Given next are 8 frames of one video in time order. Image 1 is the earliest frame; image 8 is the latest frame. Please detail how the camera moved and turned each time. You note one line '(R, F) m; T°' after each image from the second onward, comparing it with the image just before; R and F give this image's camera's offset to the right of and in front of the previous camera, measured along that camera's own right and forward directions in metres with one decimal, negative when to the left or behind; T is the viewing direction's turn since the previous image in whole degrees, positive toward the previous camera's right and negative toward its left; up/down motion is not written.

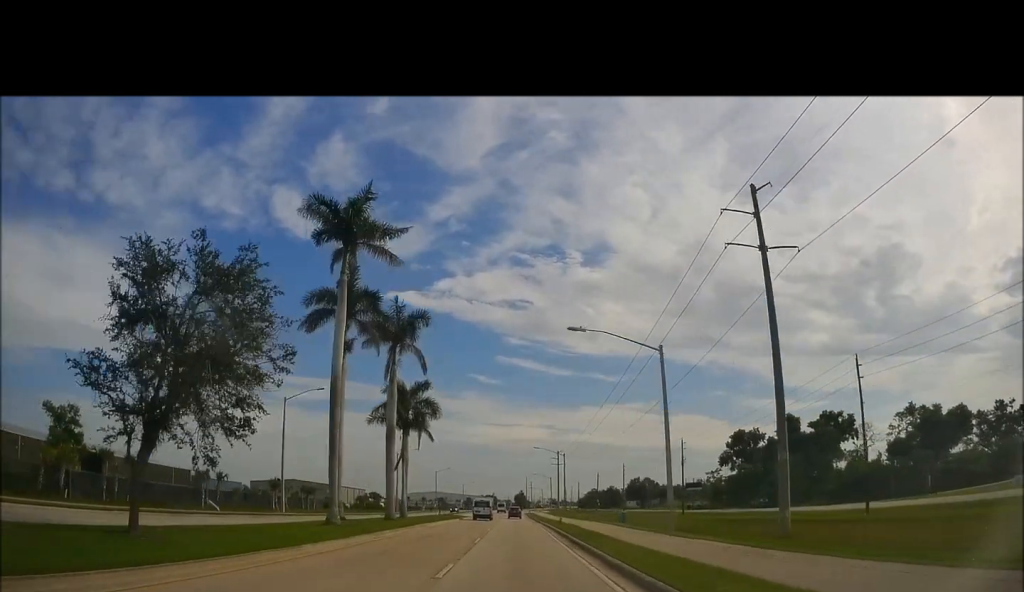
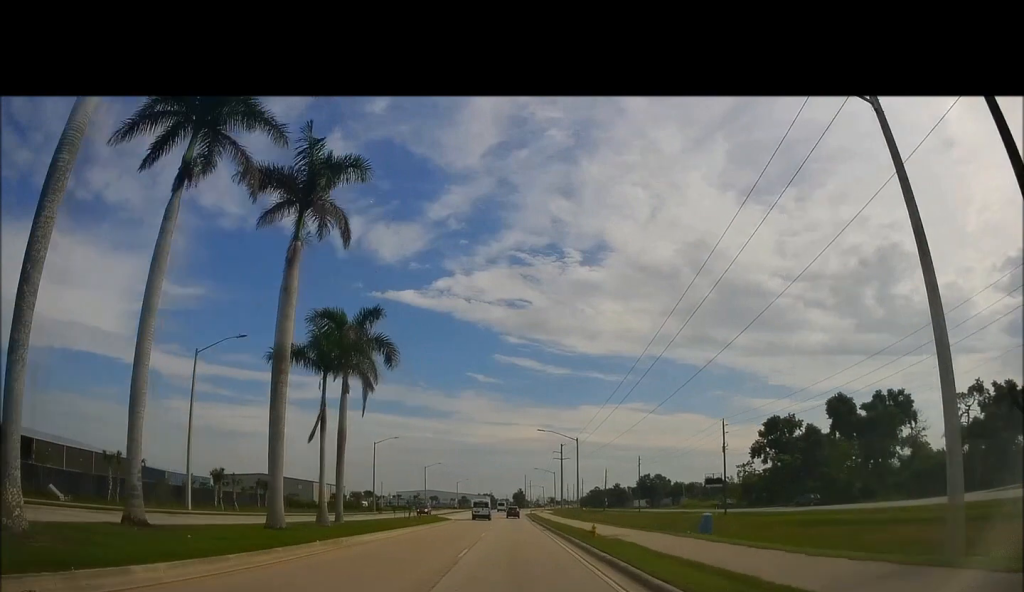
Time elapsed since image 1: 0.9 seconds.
(+0.2, +19.3) m; +1°
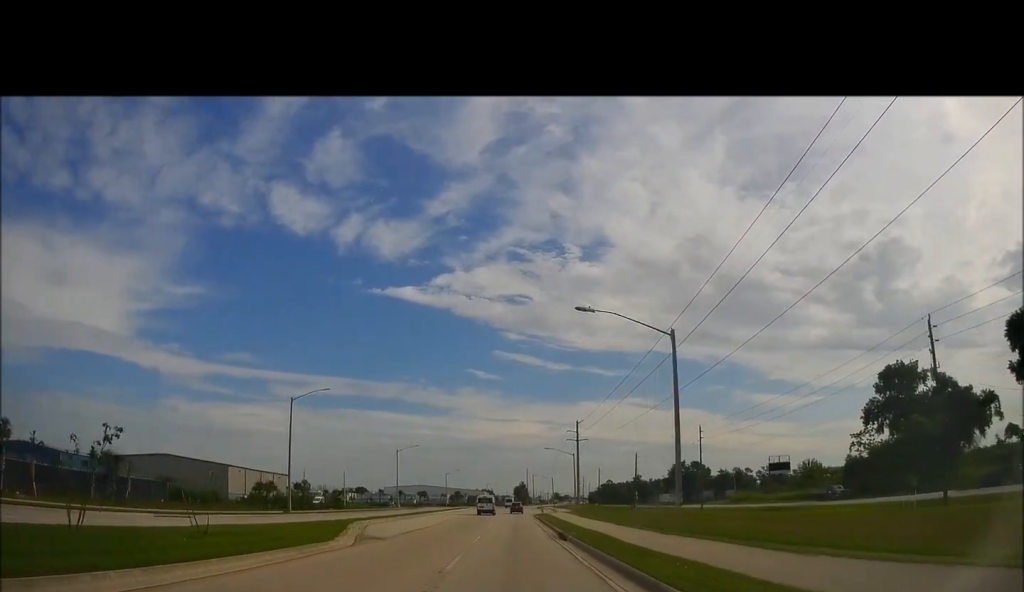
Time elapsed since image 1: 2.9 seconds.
(-0.4, +40.4) m; -1°
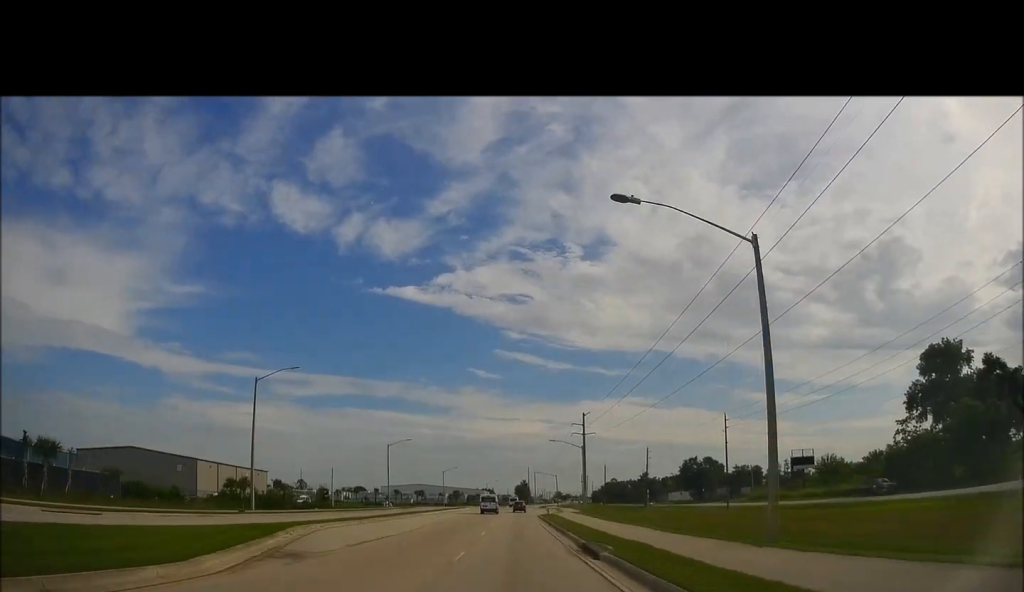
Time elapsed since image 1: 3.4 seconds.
(-0.1, +9.5) m; +1°
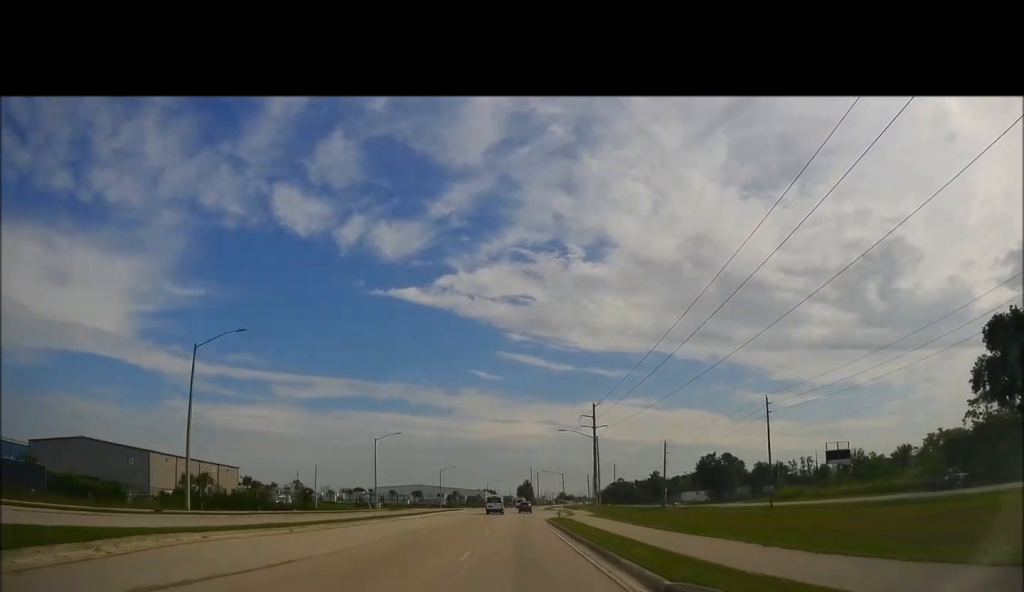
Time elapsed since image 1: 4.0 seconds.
(+0.2, +12.3) m; +1°
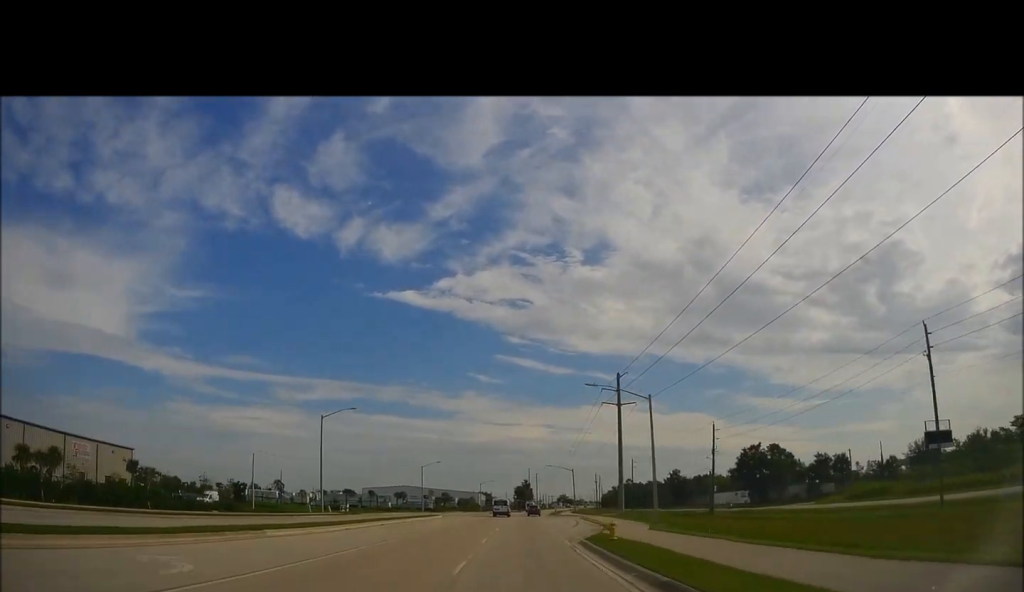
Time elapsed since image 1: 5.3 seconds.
(+0.3, +28.1) m; +1°
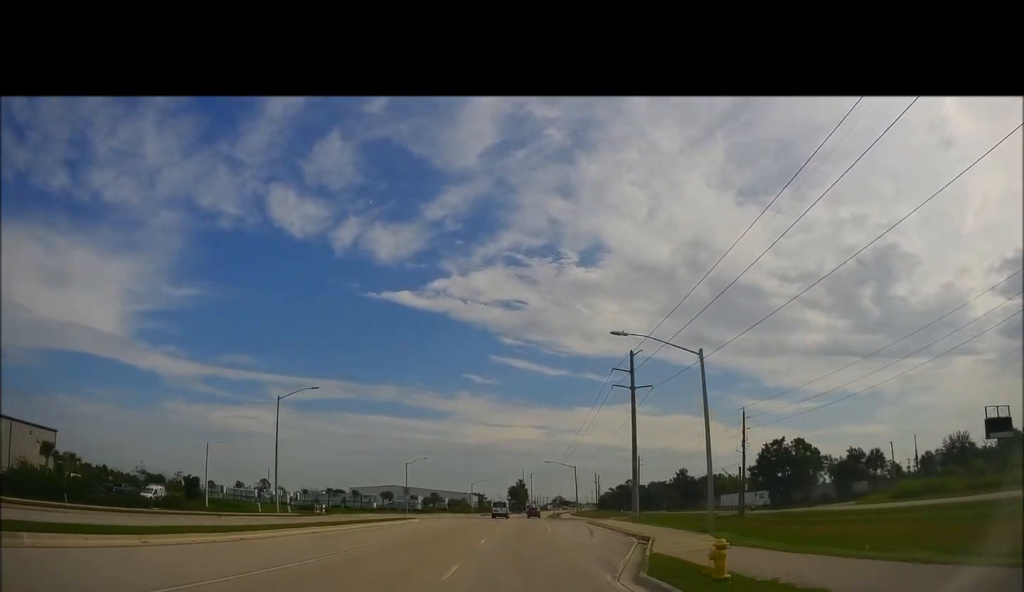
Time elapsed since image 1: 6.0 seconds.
(0.0, +13.0) m; 0°
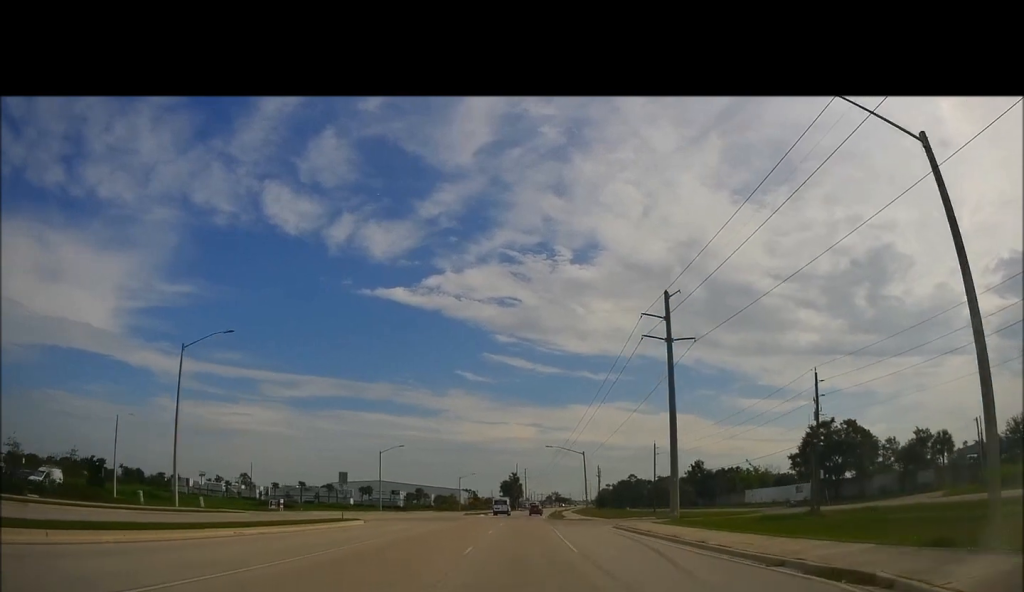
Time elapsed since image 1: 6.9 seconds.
(0.0, +19.0) m; 0°
